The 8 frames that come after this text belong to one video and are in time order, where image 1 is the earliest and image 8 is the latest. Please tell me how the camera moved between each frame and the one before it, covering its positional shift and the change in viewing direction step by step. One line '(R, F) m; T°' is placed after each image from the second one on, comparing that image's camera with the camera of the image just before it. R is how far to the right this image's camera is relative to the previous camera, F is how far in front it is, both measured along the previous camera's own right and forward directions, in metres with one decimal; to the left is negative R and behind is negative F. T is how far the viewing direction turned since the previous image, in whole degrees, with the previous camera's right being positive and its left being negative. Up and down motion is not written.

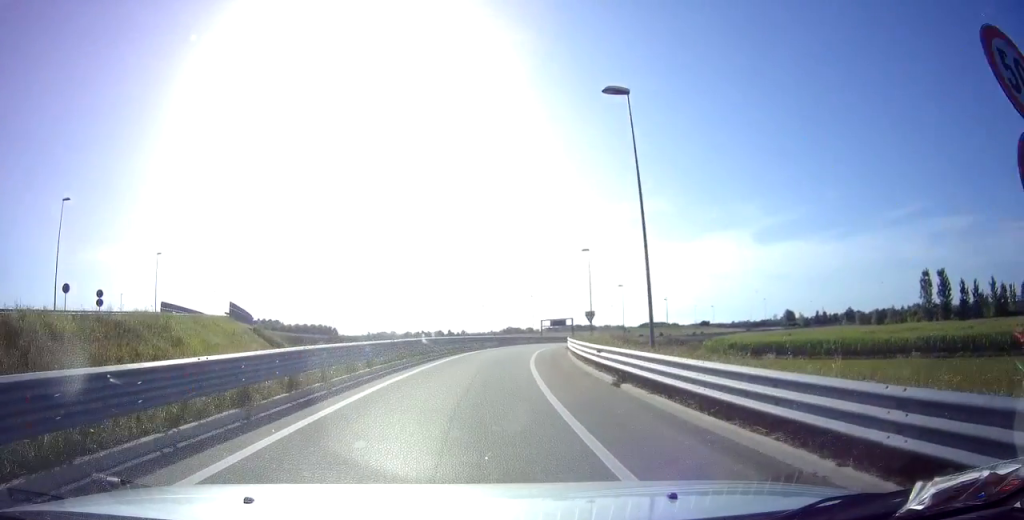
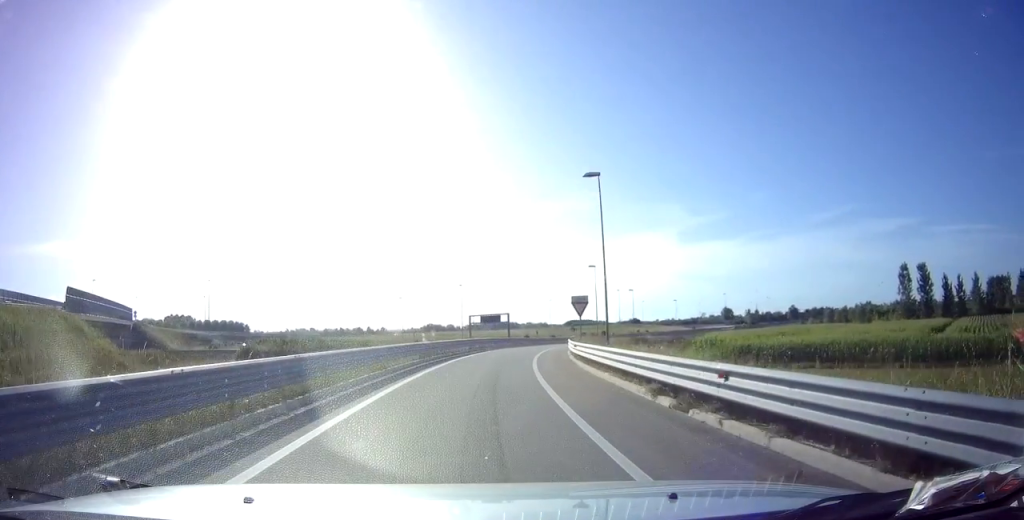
(+1.7, +24.8) m; +9°
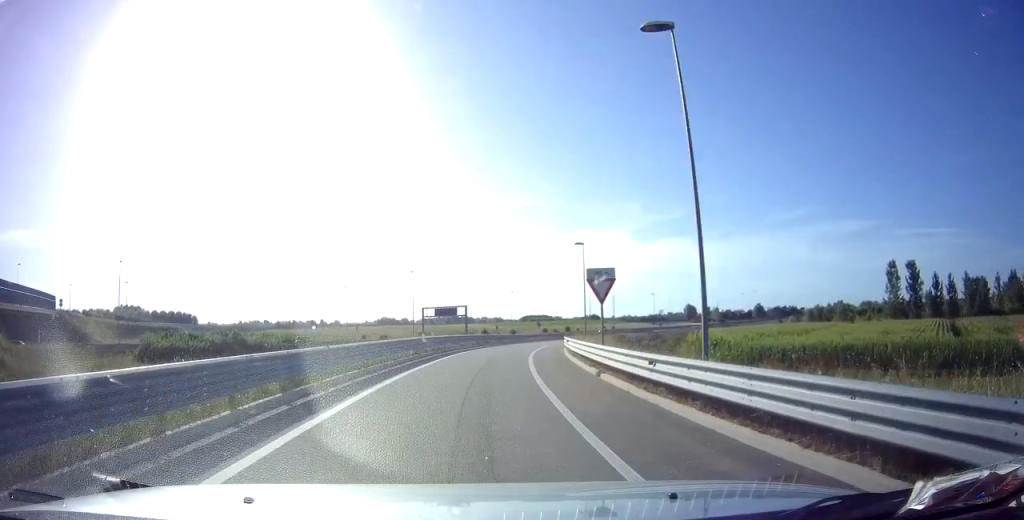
(+0.4, +13.2) m; +5°
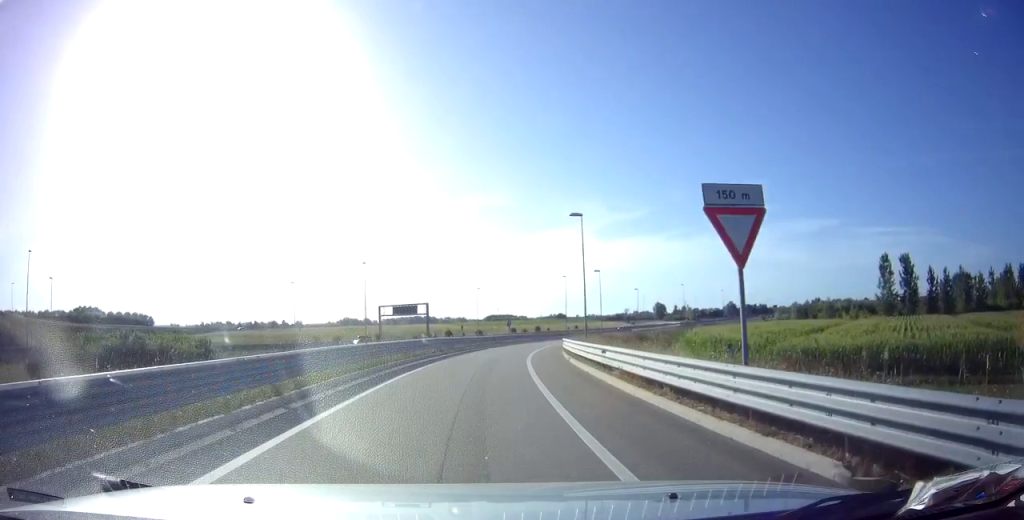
(+0.7, +11.6) m; +4°
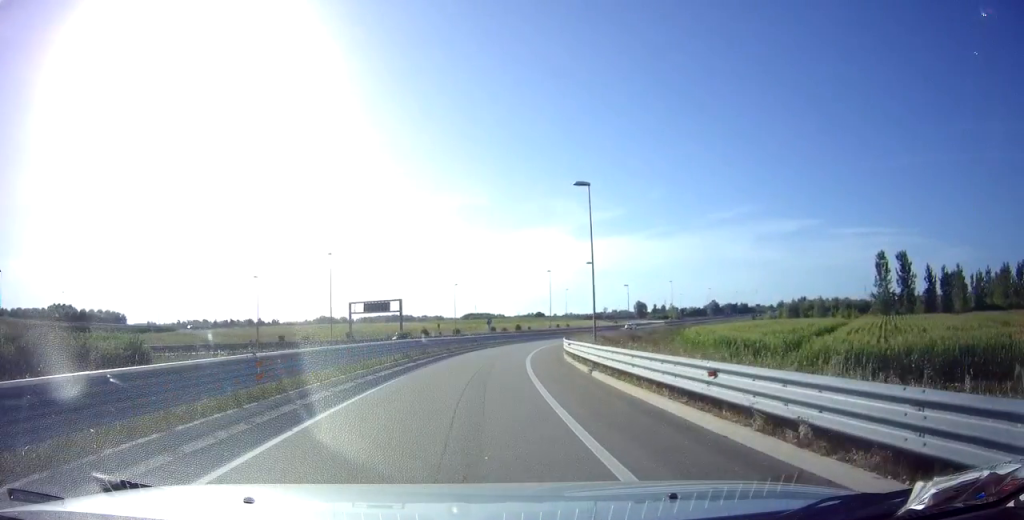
(+0.2, +7.8) m; +2°
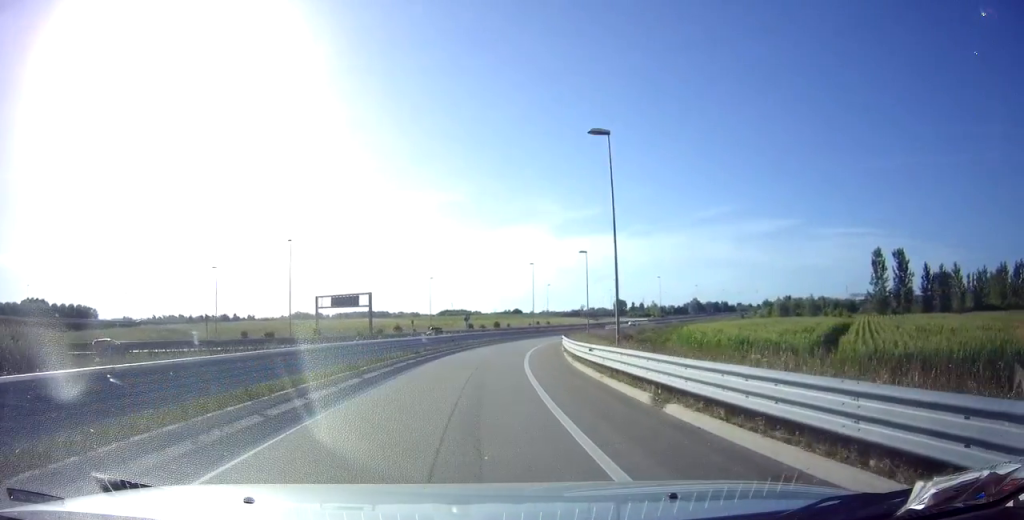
(+0.1, +7.3) m; +2°
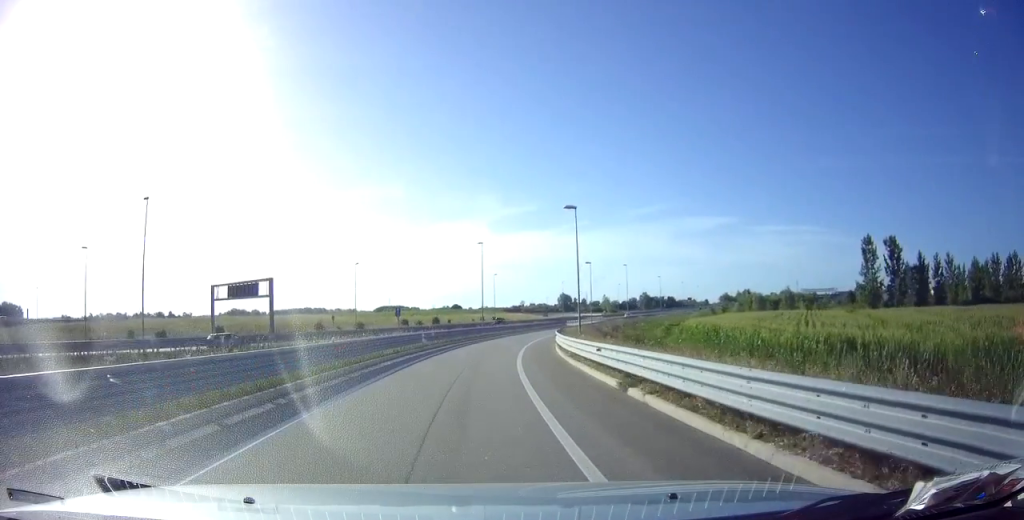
(+1.0, +18.4) m; +7°
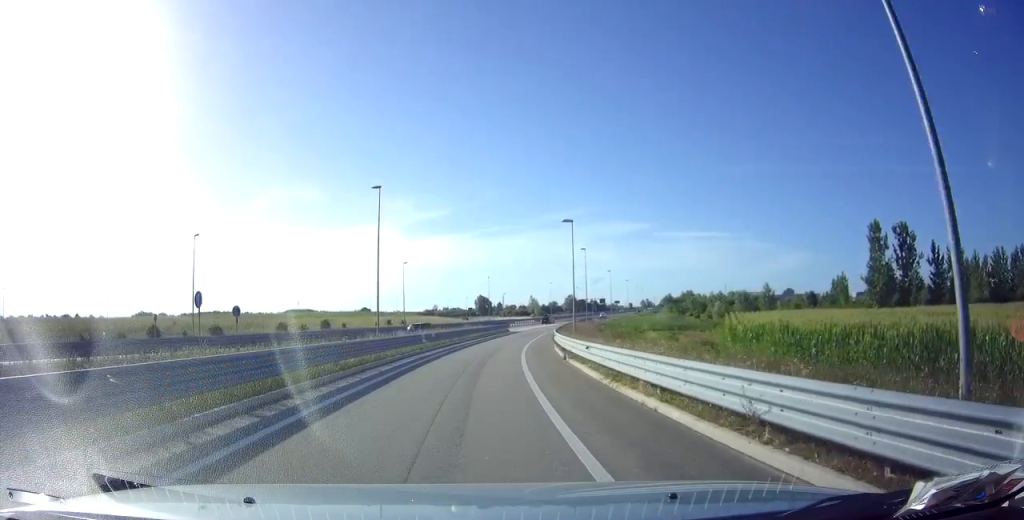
(+2.7, +30.1) m; +9°
